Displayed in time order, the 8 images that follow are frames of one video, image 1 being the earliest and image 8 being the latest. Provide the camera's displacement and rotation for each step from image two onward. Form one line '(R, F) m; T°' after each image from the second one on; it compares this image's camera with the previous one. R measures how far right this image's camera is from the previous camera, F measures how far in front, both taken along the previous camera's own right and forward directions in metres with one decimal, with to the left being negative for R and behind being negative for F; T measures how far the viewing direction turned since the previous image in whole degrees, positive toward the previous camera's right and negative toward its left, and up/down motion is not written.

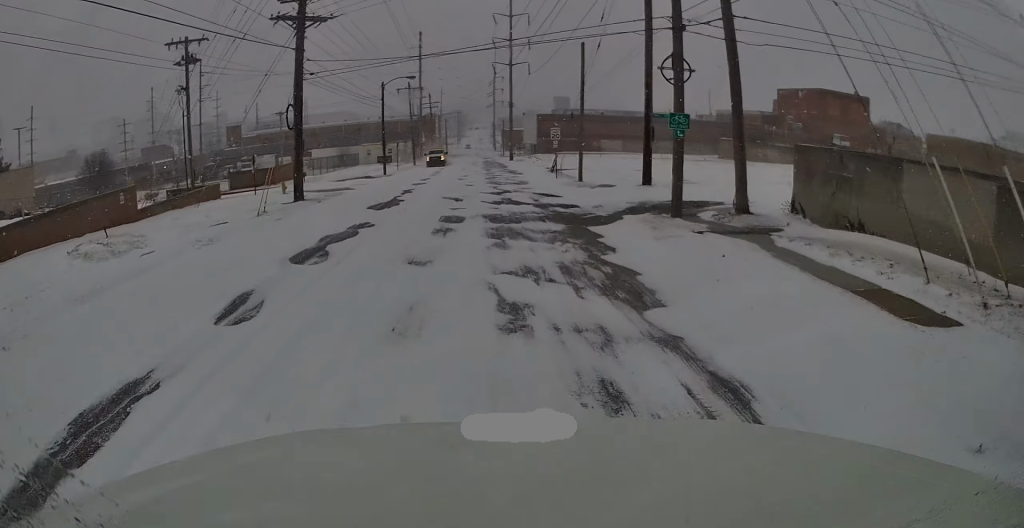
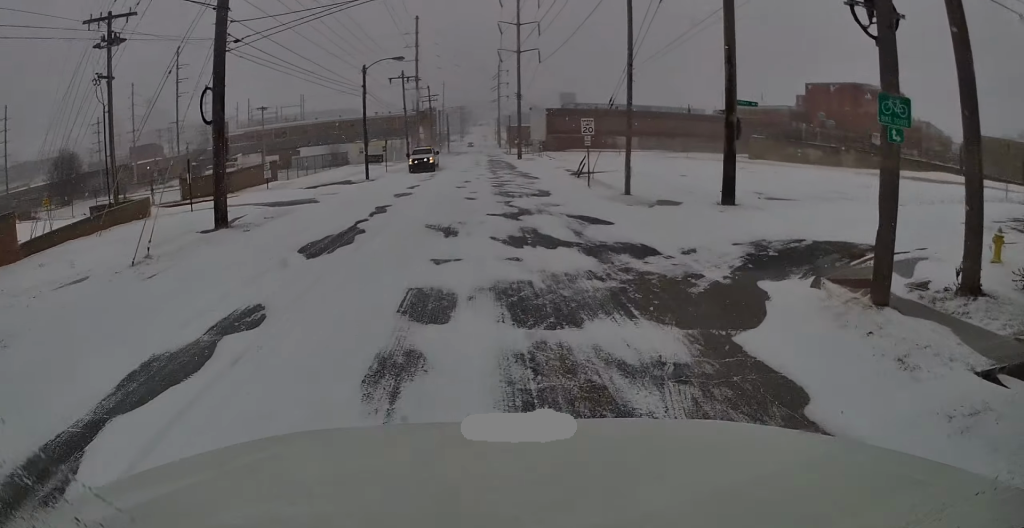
(0.0, +9.4) m; 0°
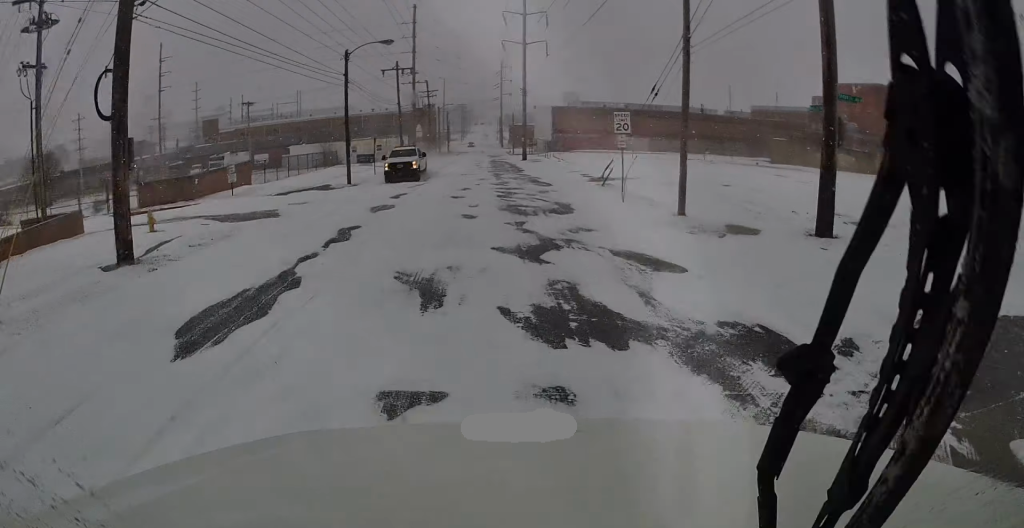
(0.0, +5.9) m; 0°
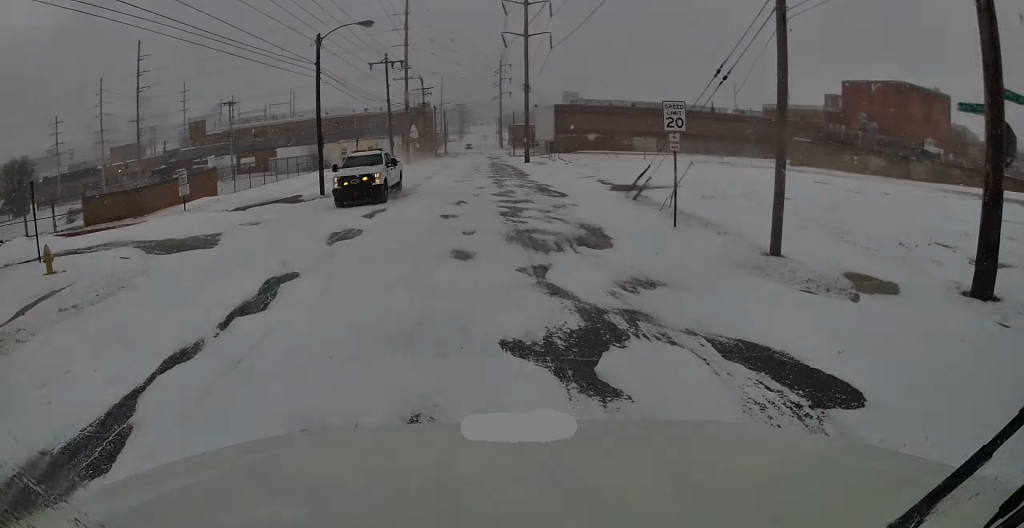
(0.0, +5.6) m; 0°
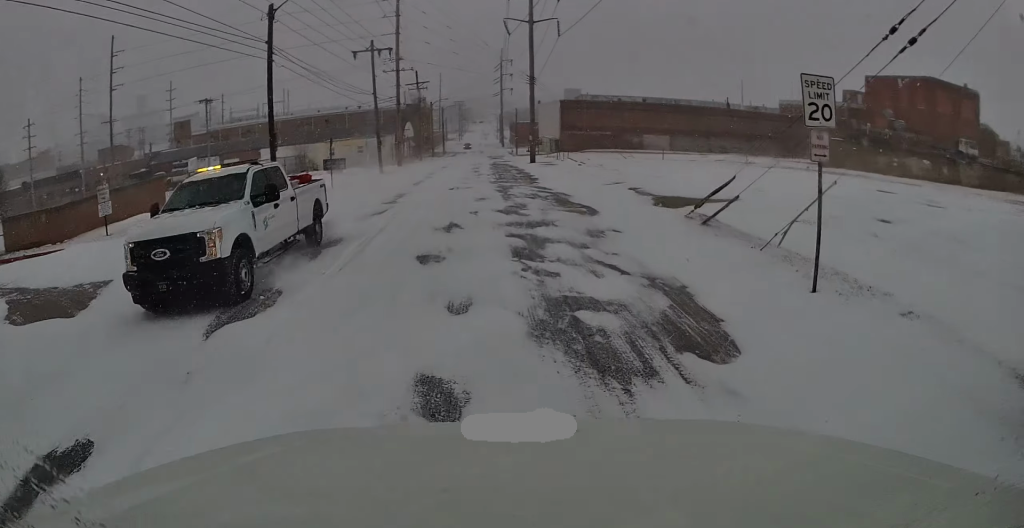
(0.0, +6.7) m; 0°
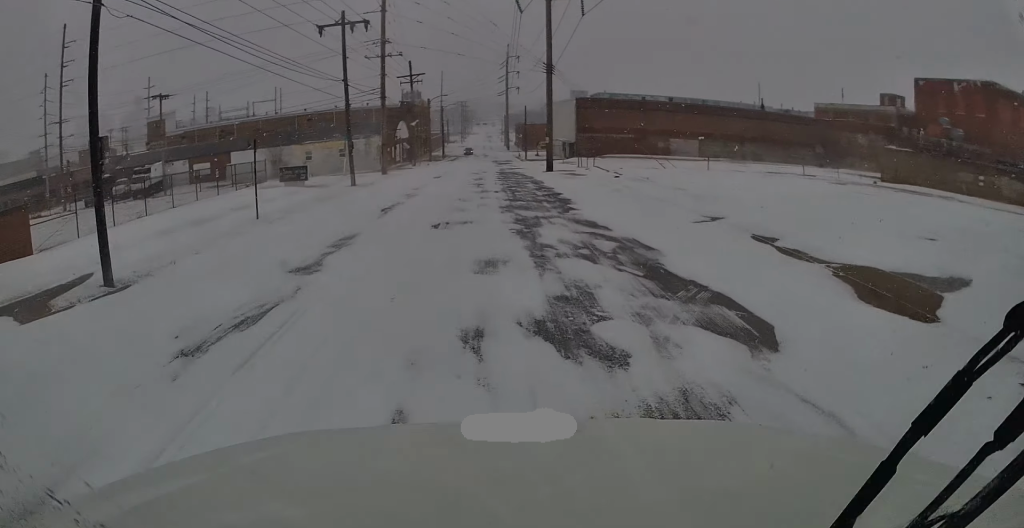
(0.0, +11.9) m; +3°
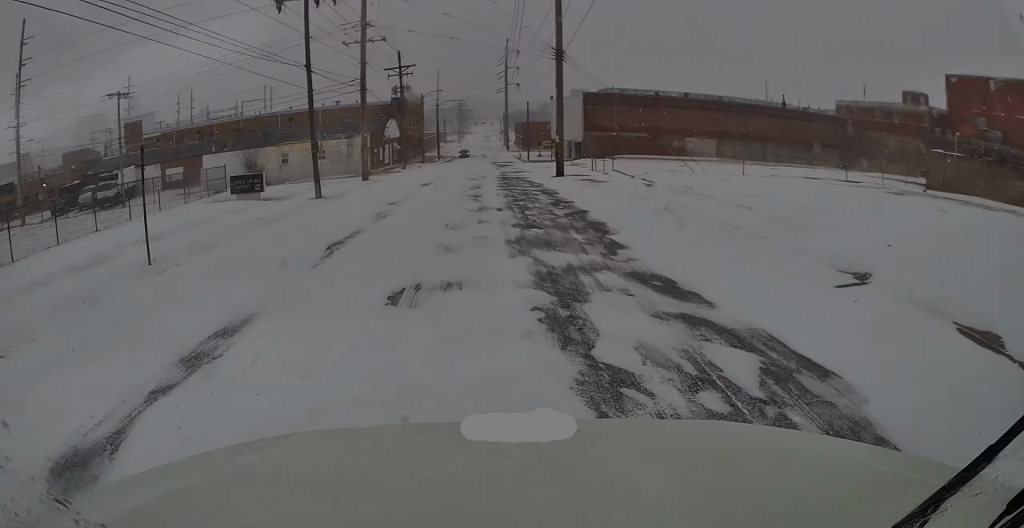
(+0.3, +7.6) m; +2°
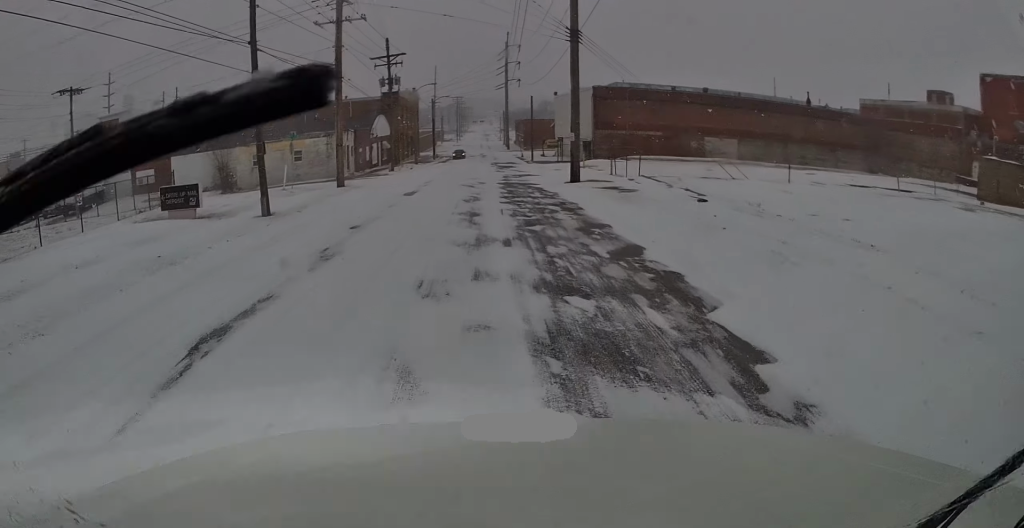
(-0.1, +7.2) m; -3°
